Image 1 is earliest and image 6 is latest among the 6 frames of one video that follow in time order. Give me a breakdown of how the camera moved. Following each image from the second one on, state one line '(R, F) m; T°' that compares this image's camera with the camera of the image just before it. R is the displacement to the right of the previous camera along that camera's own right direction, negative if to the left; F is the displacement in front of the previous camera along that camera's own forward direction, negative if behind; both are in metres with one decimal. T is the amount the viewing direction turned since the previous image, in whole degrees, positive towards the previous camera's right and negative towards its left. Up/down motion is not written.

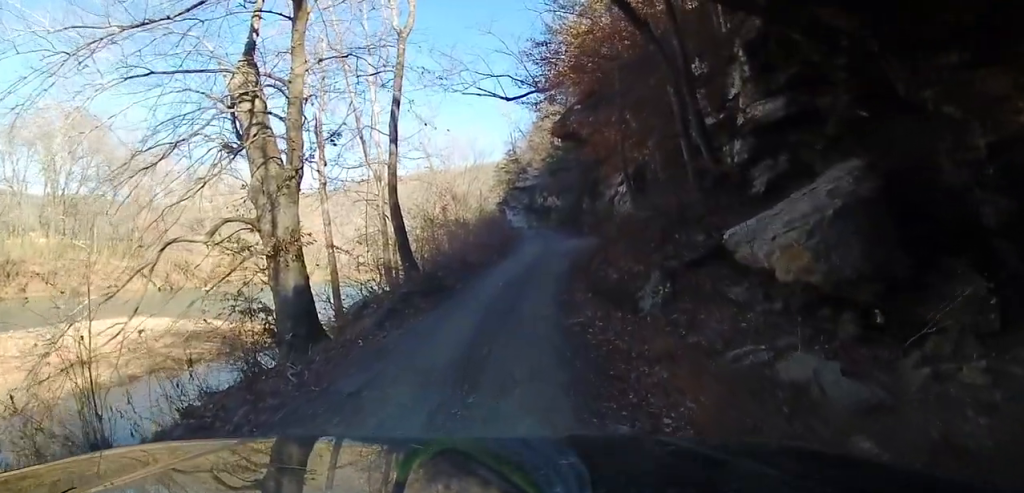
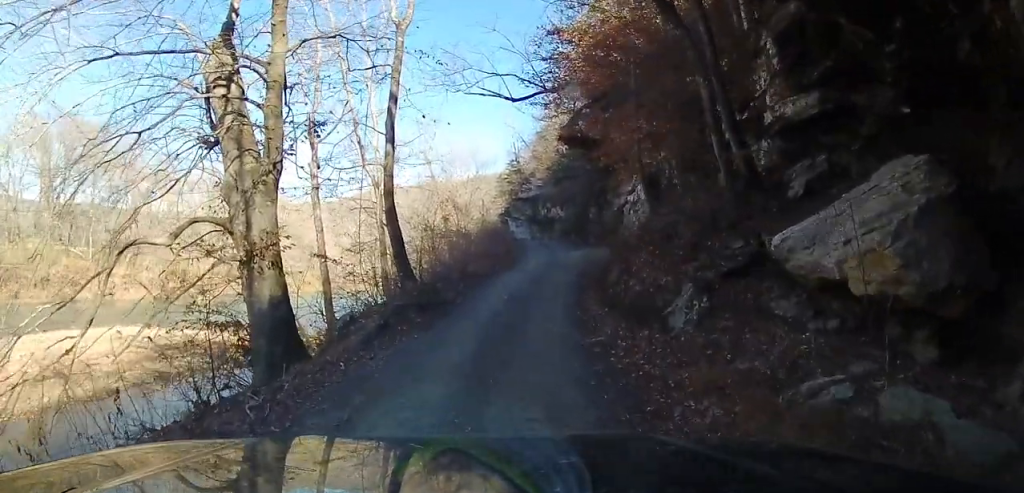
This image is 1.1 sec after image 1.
(0.0, +1.6) m; 0°
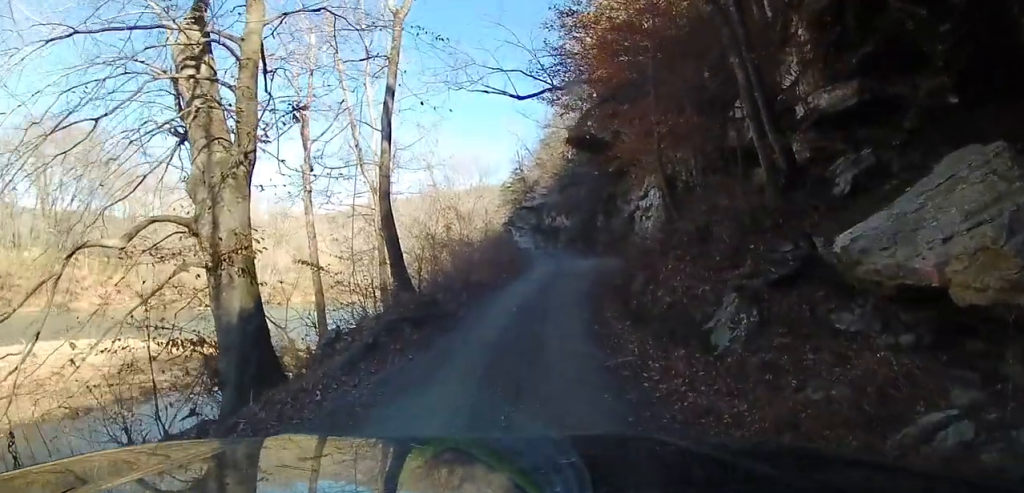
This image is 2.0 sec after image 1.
(0.0, +1.5) m; 0°
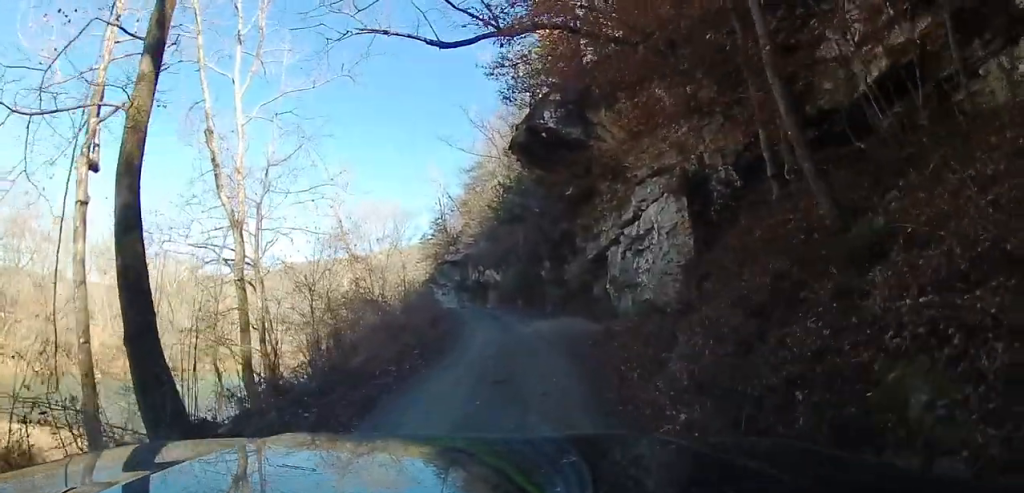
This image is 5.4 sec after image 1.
(+0.2, +8.2) m; 0°
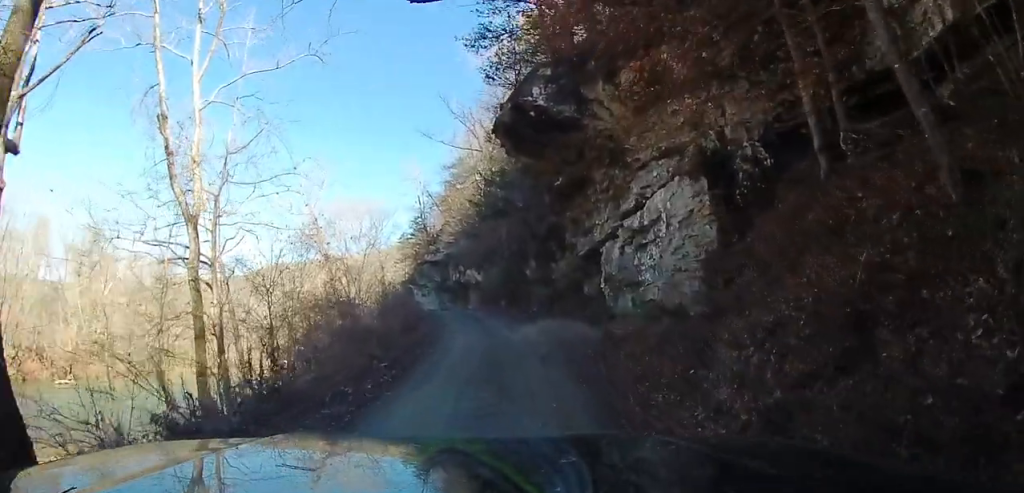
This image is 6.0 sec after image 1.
(0.0, +2.2) m; +3°
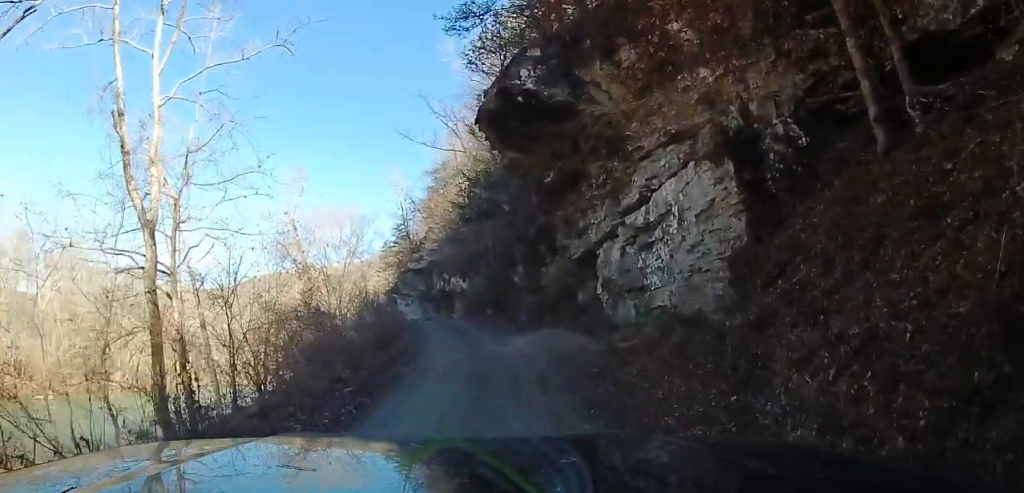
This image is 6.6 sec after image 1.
(+0.3, +2.1) m; +6°
